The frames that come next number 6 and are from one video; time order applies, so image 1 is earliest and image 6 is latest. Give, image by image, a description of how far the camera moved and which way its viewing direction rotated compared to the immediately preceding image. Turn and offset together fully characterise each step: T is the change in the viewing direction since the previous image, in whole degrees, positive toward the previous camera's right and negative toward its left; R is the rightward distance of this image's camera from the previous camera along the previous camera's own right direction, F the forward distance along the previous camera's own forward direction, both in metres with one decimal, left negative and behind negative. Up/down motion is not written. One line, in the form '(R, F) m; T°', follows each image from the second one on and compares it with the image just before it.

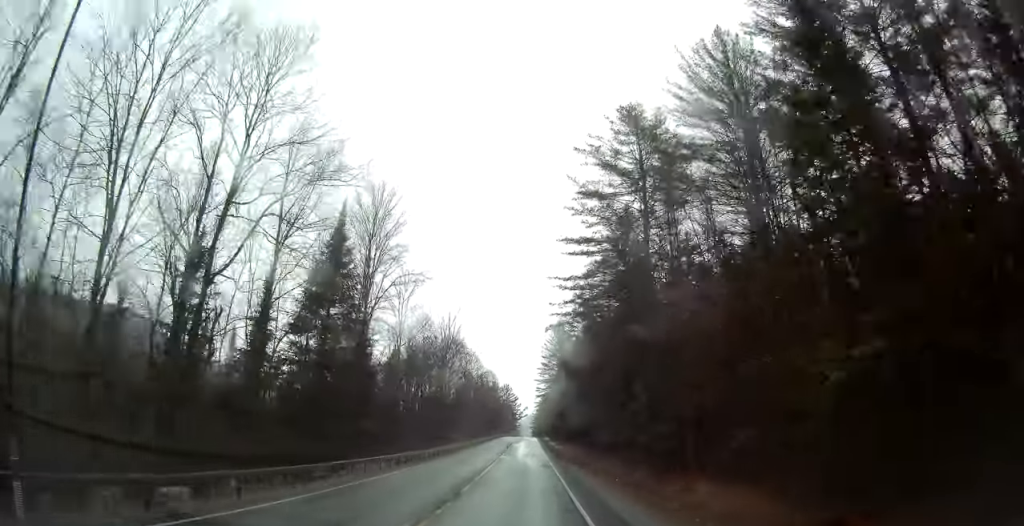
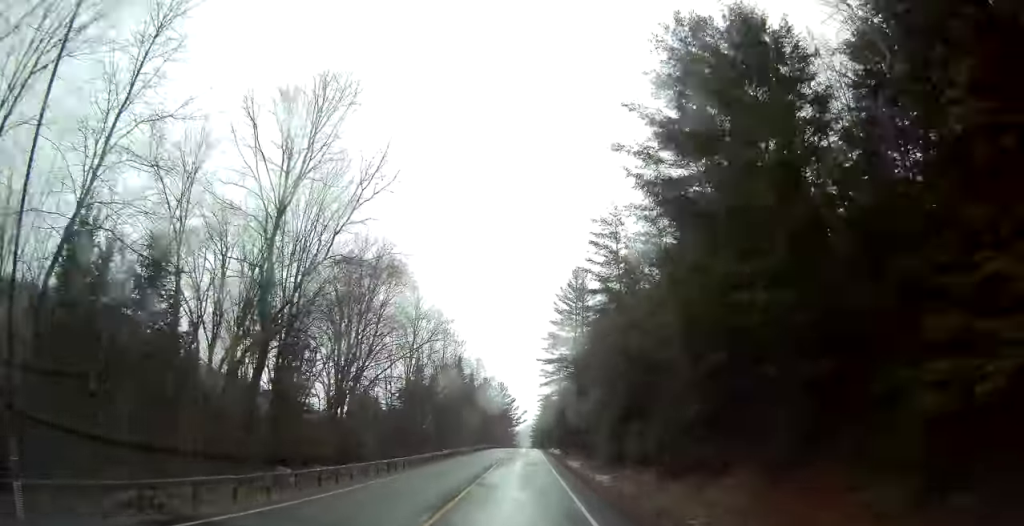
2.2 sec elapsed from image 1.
(-0.9, +46.1) m; -1°
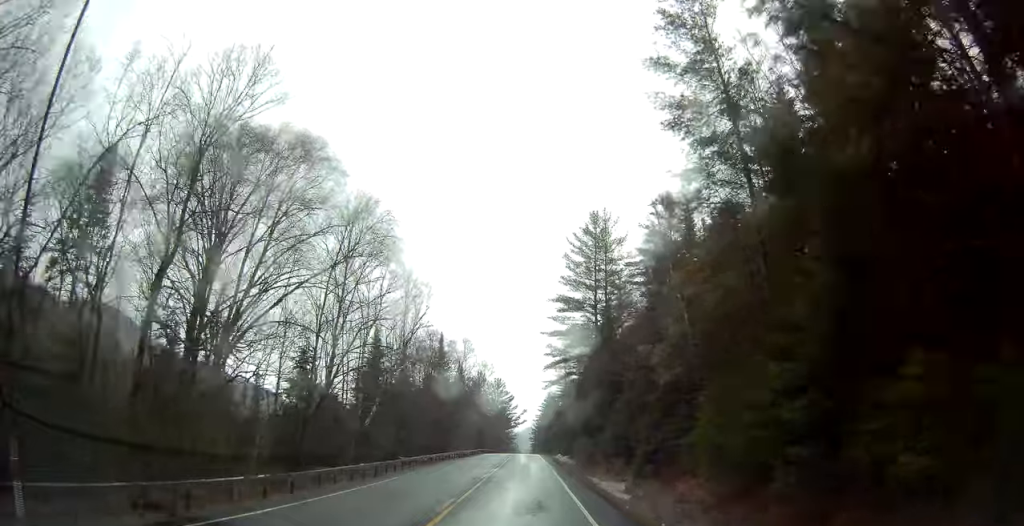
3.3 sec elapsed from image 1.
(+0.1, +22.4) m; 0°
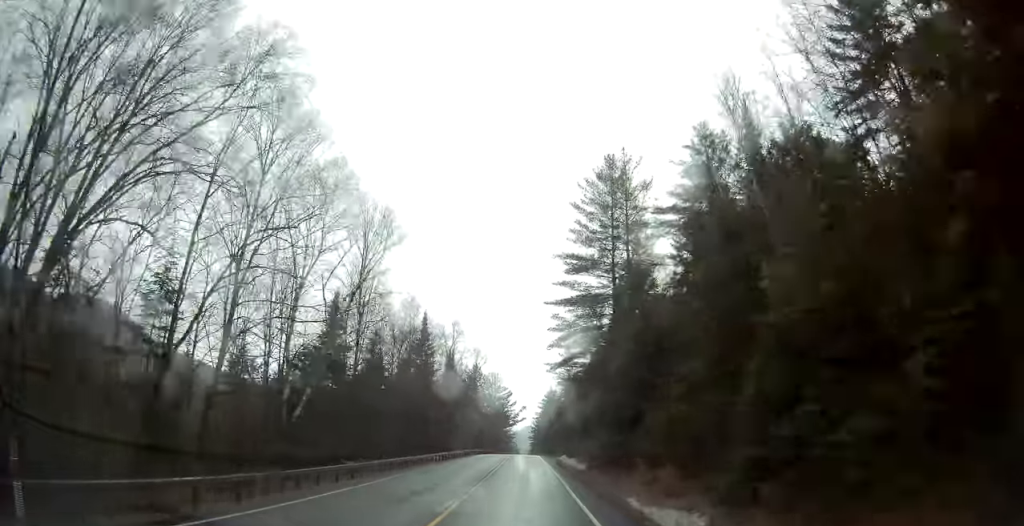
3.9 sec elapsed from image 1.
(-0.1, +12.6) m; 0°
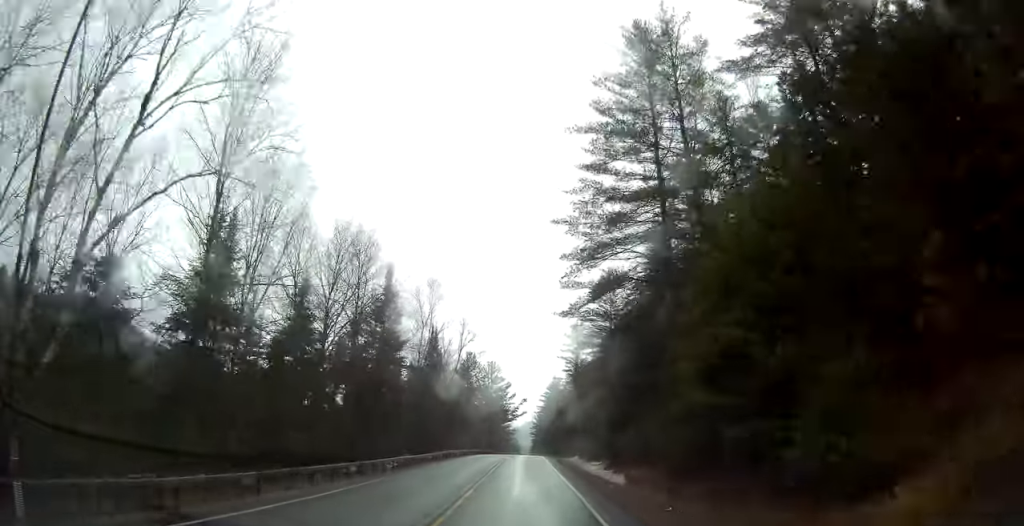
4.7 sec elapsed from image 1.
(0.0, +17.3) m; +1°
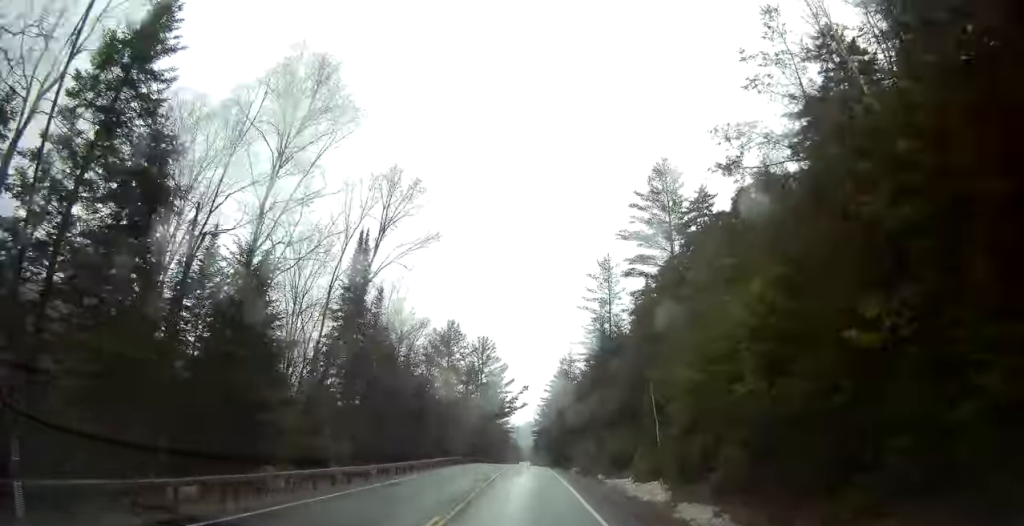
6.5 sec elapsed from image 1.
(+0.5, +35.4) m; +1°
